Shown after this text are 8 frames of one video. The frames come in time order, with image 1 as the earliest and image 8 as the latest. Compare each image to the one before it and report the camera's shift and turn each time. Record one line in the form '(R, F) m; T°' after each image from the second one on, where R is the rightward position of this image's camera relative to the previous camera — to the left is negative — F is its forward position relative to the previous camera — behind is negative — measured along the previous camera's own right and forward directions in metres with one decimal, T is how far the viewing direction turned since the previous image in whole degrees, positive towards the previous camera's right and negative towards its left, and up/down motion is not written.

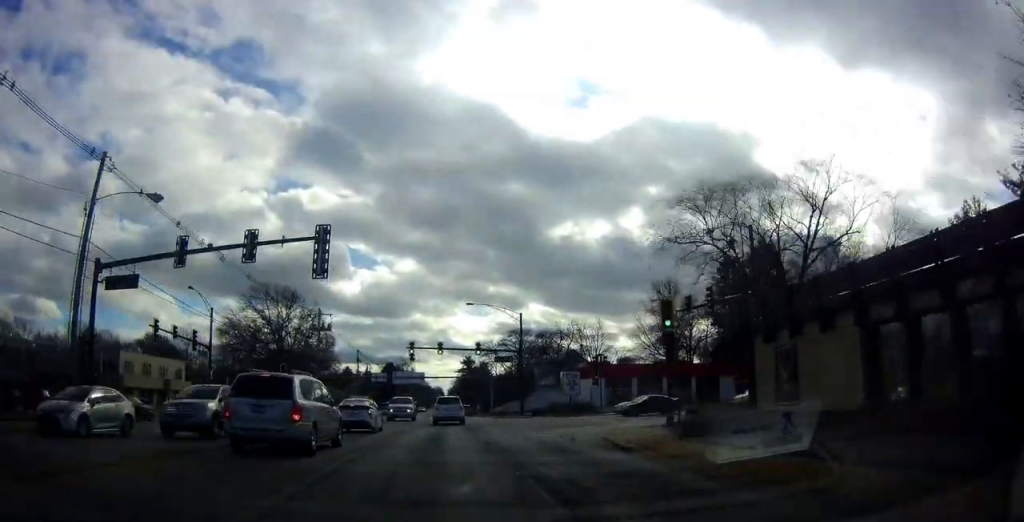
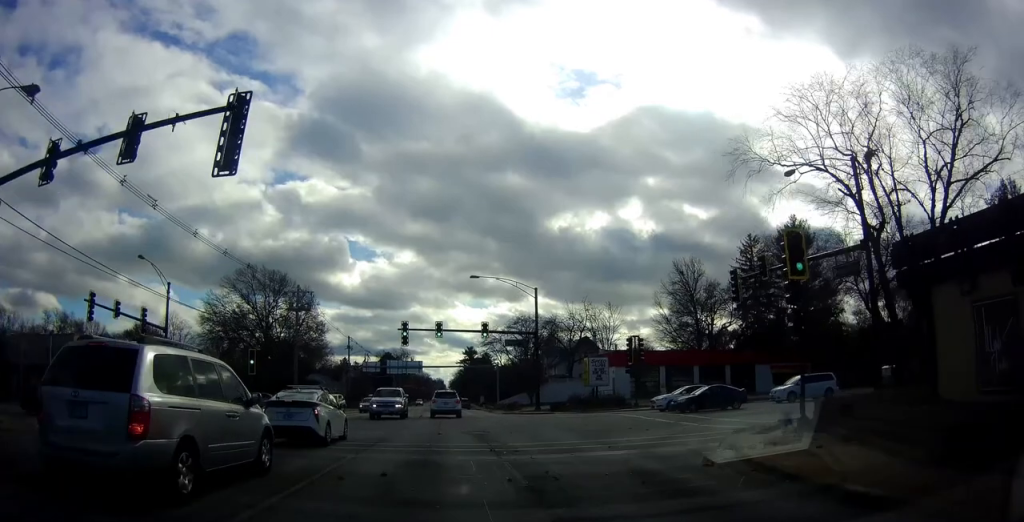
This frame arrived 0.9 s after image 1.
(0.0, +9.6) m; 0°
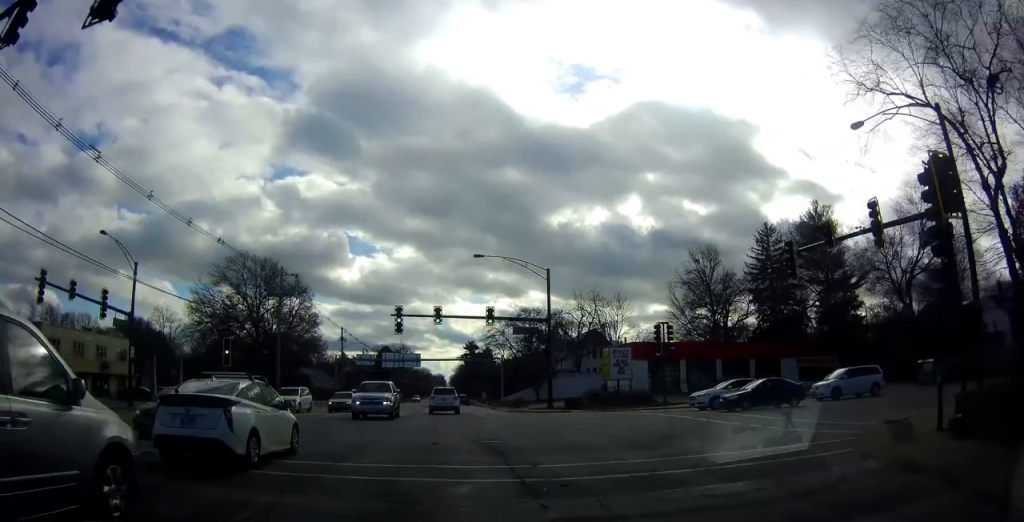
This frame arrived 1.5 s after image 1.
(0.0, +5.4) m; 0°
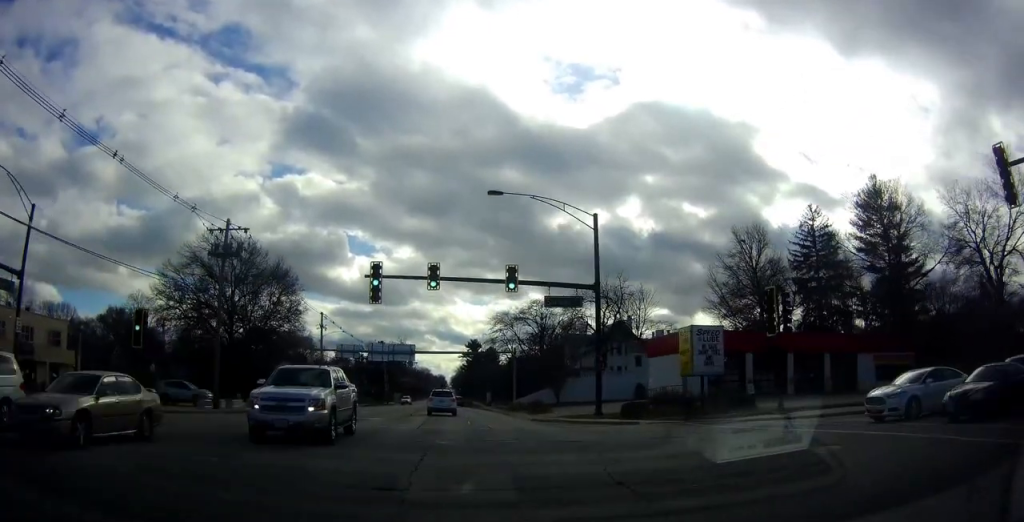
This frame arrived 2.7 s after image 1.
(0.0, +12.2) m; 0°
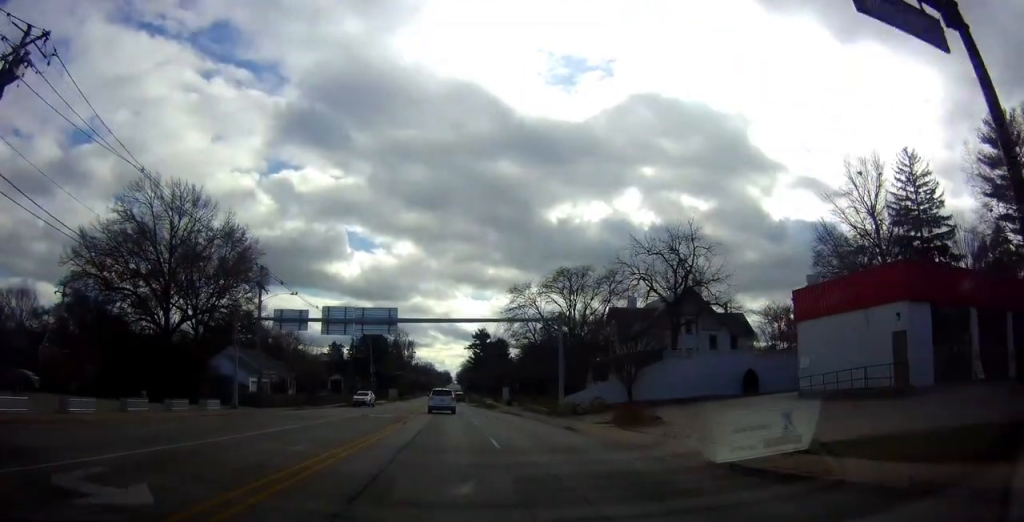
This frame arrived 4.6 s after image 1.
(0.0, +19.7) m; 0°
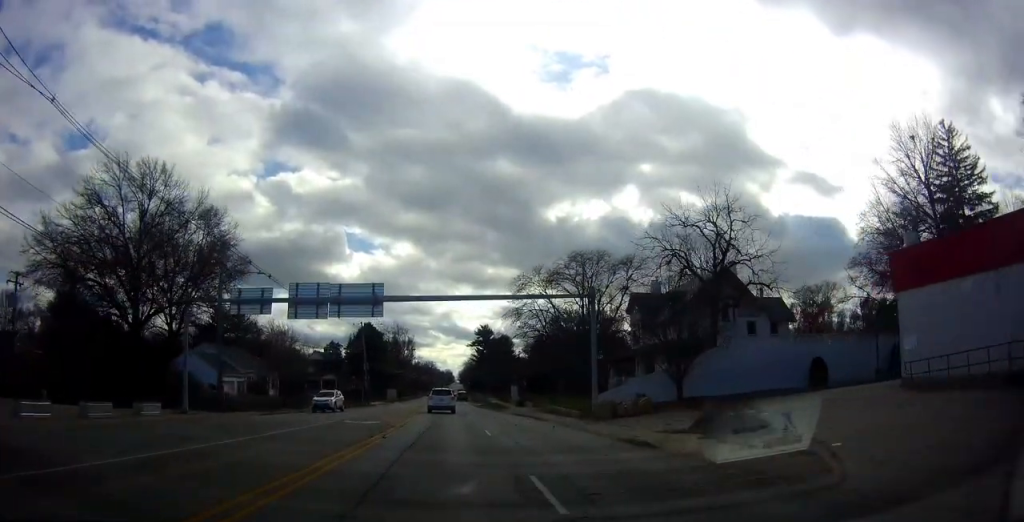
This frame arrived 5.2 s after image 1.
(0.0, +7.6) m; 0°
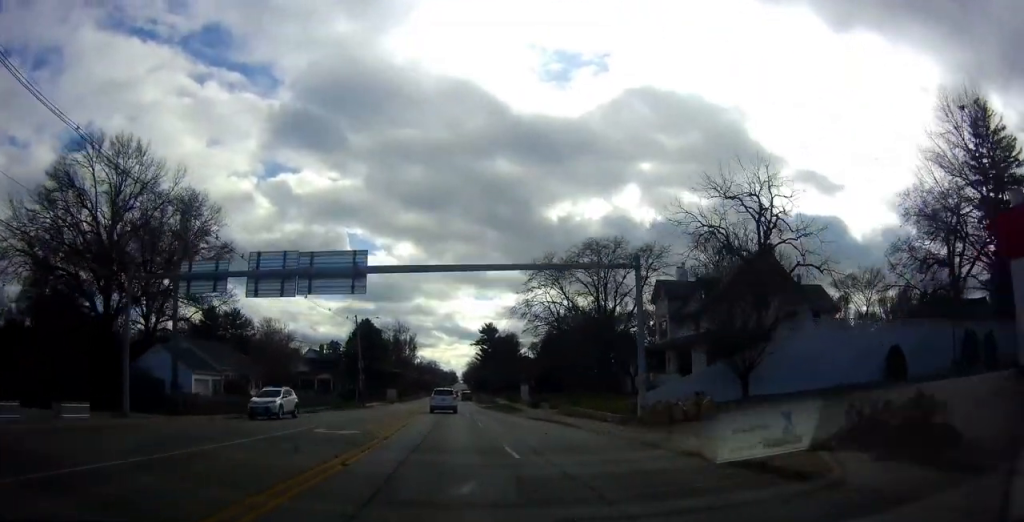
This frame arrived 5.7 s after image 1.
(0.0, +6.3) m; 0°
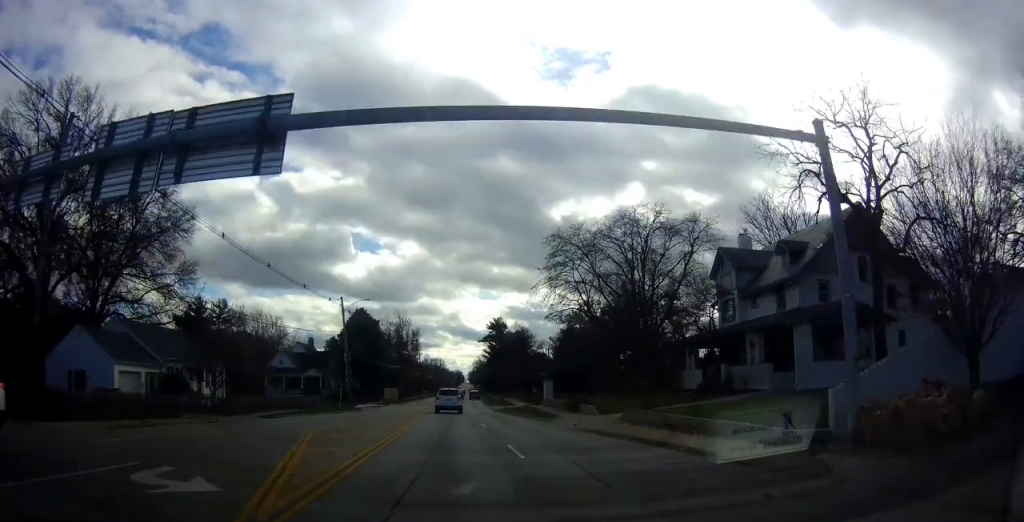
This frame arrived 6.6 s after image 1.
(0.0, +12.1) m; 0°
